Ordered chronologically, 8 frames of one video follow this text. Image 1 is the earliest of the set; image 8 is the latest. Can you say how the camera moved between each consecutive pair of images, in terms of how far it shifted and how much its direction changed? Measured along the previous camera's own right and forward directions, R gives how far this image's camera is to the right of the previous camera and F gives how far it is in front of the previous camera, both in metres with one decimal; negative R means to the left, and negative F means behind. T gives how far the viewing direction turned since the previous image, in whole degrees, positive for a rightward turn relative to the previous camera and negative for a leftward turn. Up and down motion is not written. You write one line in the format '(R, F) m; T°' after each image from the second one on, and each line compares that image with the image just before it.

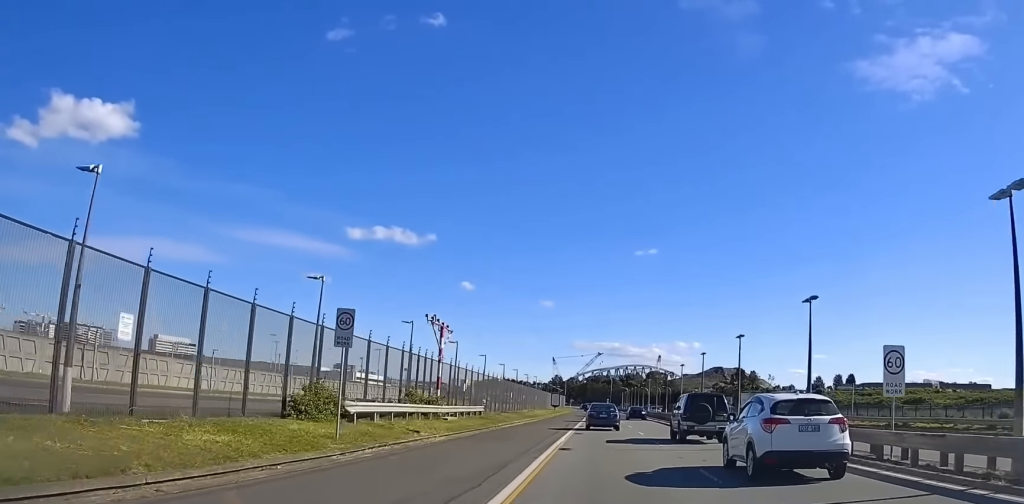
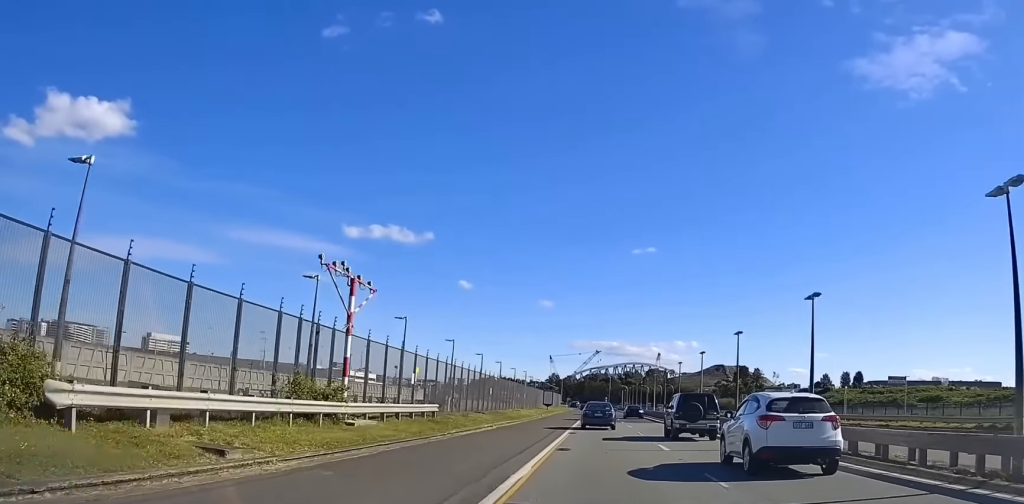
(-0.1, +12.8) m; 0°
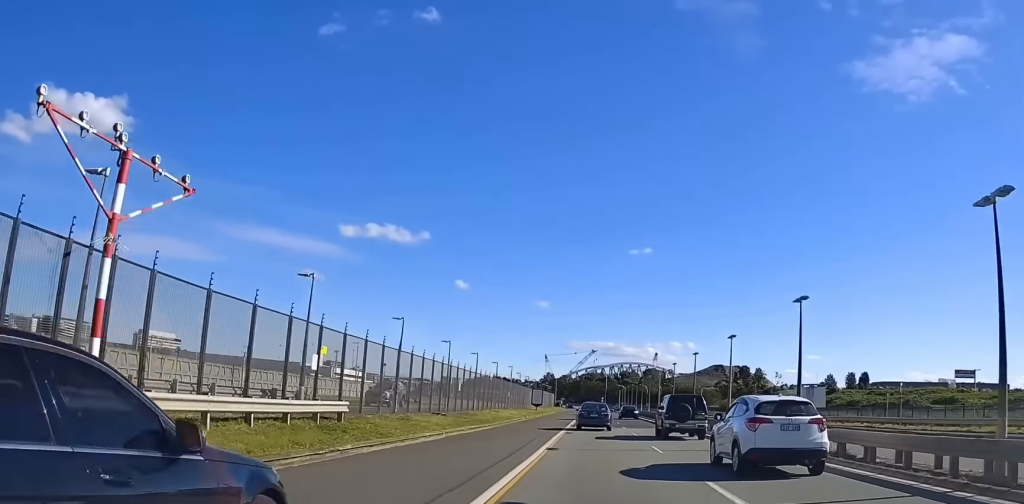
(+0.1, +11.8) m; 0°
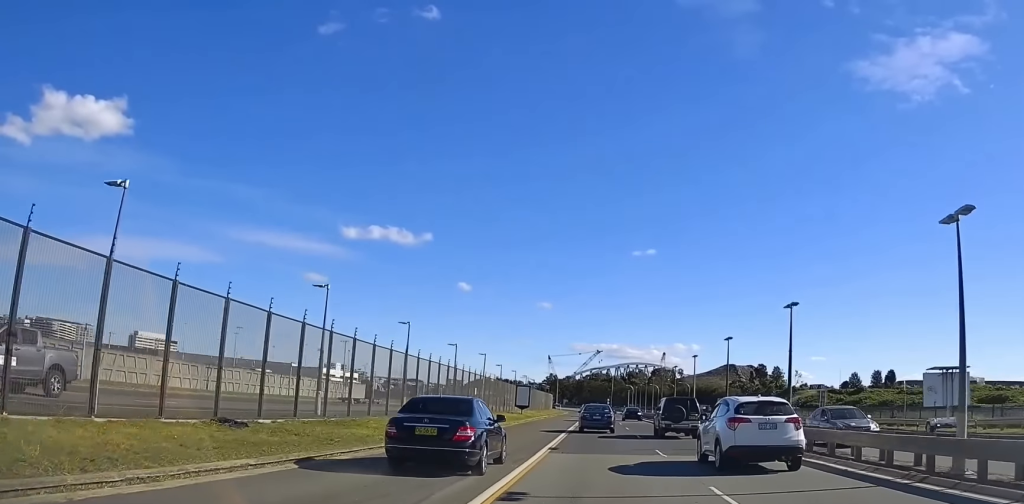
(-0.2, +23.2) m; -1°
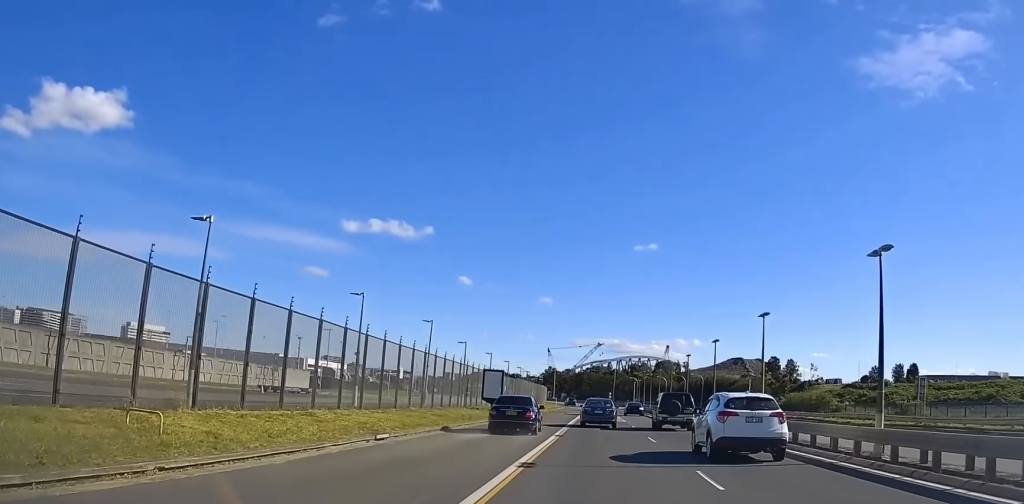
(0.0, +20.7) m; 0°
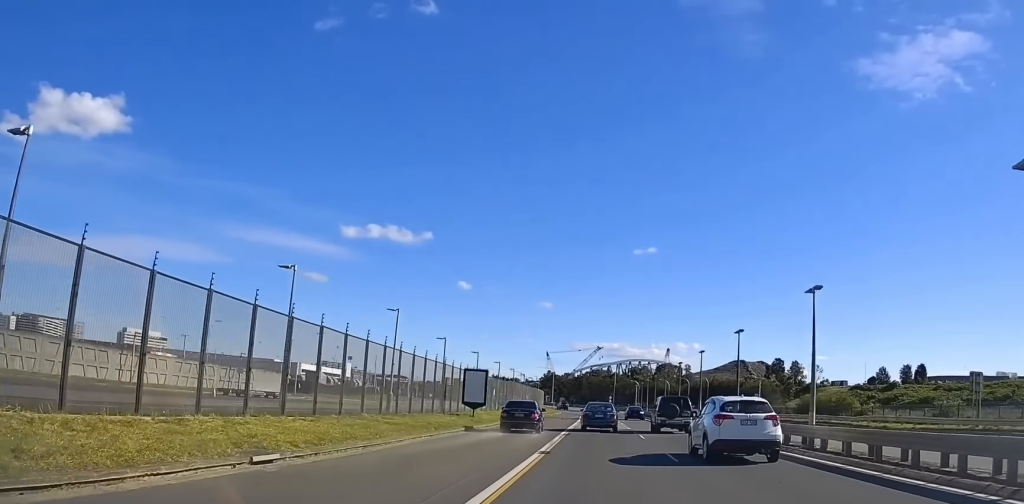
(0.0, +7.2) m; 0°
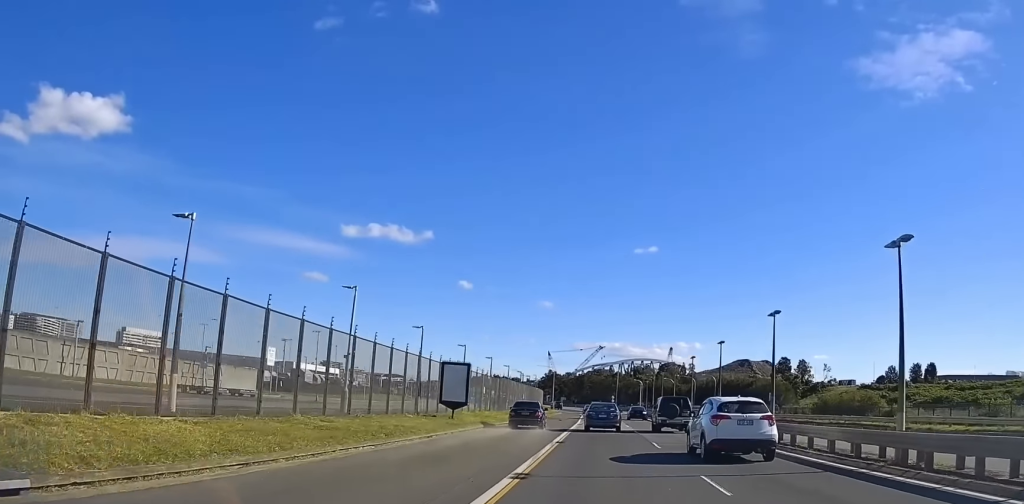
(0.0, +6.7) m; 0°
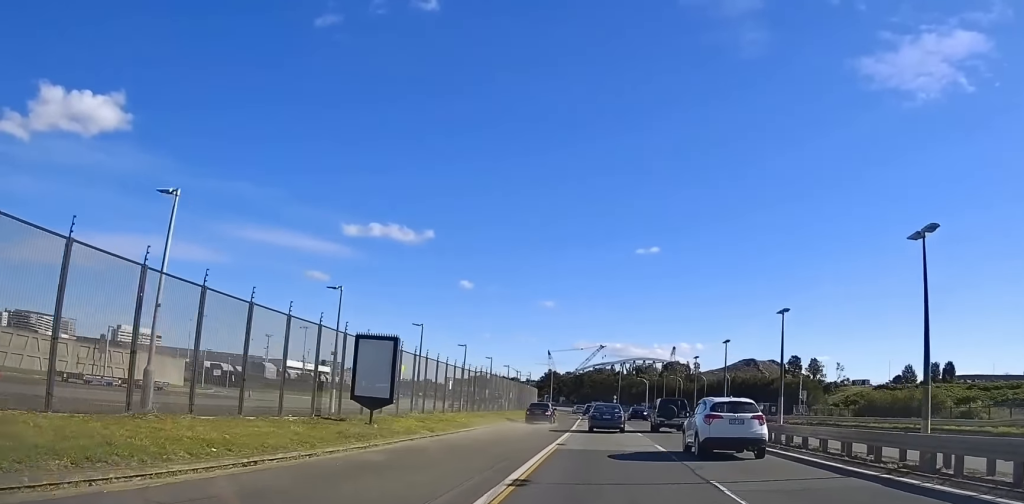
(0.0, +13.3) m; 0°
